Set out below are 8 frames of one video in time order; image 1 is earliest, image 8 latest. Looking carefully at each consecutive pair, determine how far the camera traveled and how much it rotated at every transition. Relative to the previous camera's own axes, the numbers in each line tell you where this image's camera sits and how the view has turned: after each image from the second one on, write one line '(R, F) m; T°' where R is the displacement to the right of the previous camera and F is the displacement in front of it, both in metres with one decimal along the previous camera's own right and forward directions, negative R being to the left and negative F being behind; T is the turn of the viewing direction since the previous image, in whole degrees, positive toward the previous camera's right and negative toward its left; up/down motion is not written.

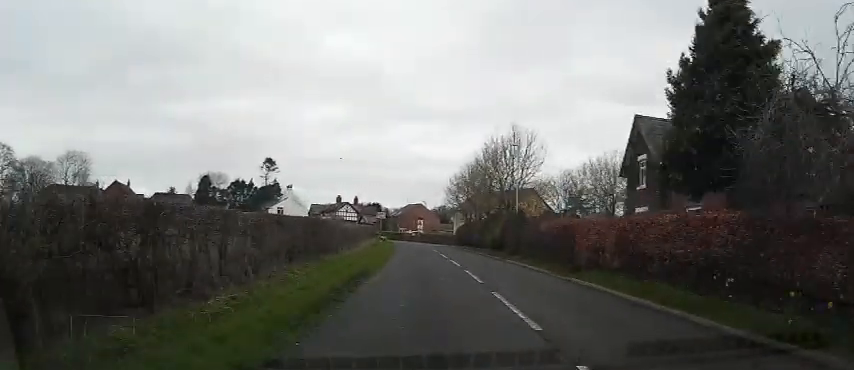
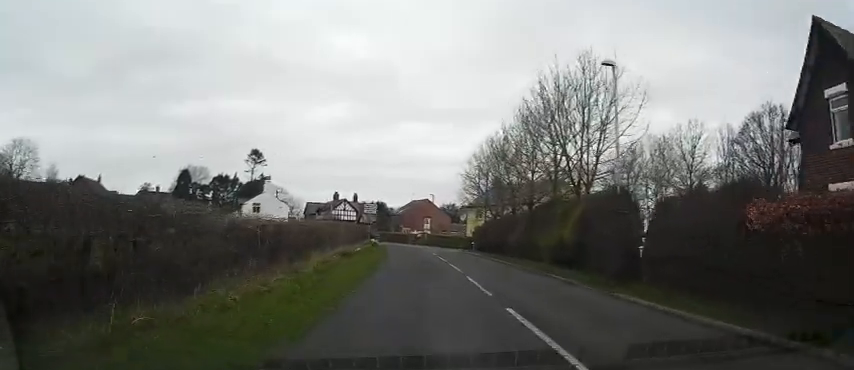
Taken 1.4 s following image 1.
(+0.2, +14.3) m; 0°
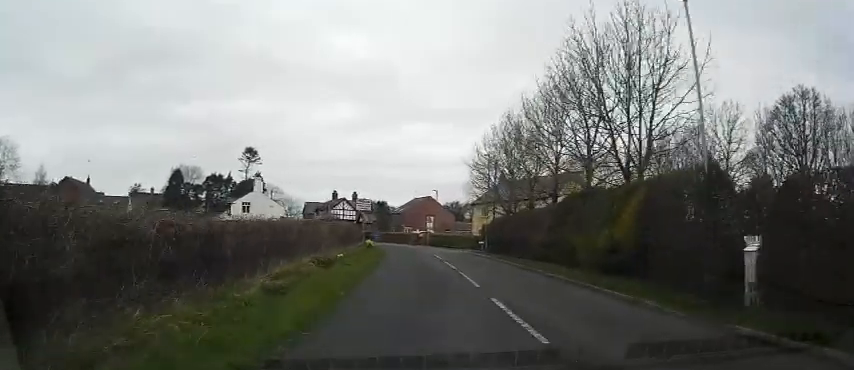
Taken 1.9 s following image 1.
(0.0, +4.7) m; -1°
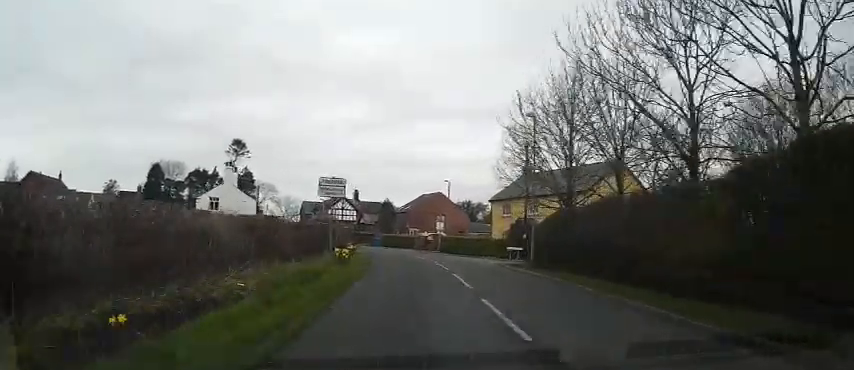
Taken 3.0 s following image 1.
(-0.3, +11.6) m; -3°
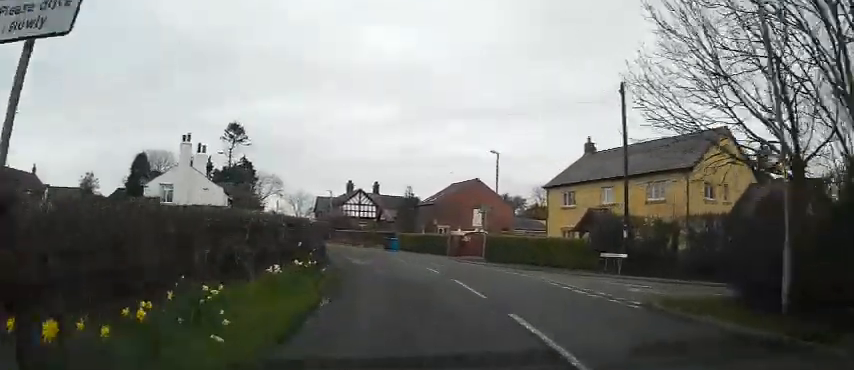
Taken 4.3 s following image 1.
(-0.1, +14.0) m; 0°
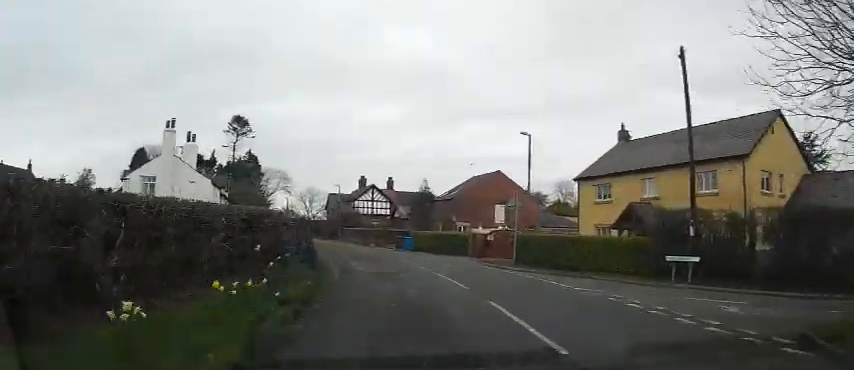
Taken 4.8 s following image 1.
(+0.2, +4.9) m; 0°
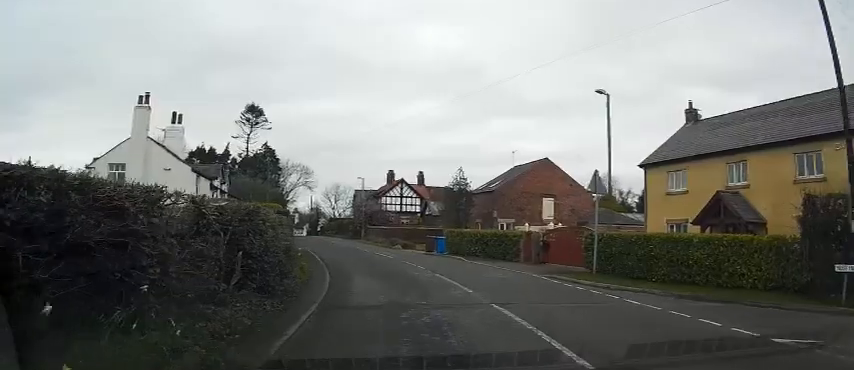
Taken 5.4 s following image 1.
(-0.3, +6.8) m; -3°
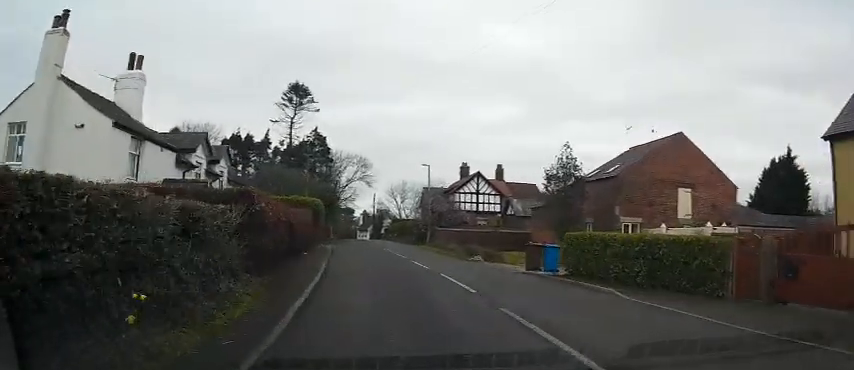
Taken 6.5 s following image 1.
(-0.6, +11.8) m; -9°
